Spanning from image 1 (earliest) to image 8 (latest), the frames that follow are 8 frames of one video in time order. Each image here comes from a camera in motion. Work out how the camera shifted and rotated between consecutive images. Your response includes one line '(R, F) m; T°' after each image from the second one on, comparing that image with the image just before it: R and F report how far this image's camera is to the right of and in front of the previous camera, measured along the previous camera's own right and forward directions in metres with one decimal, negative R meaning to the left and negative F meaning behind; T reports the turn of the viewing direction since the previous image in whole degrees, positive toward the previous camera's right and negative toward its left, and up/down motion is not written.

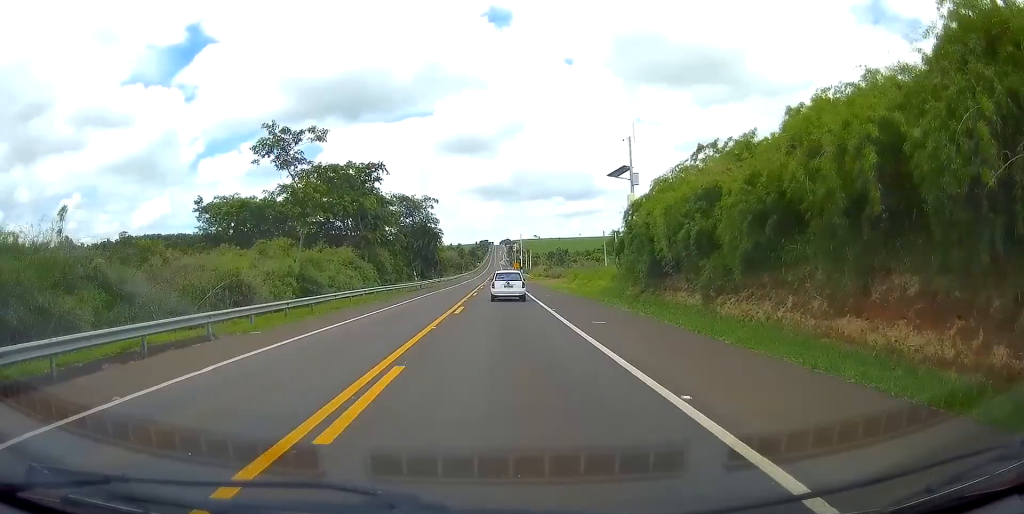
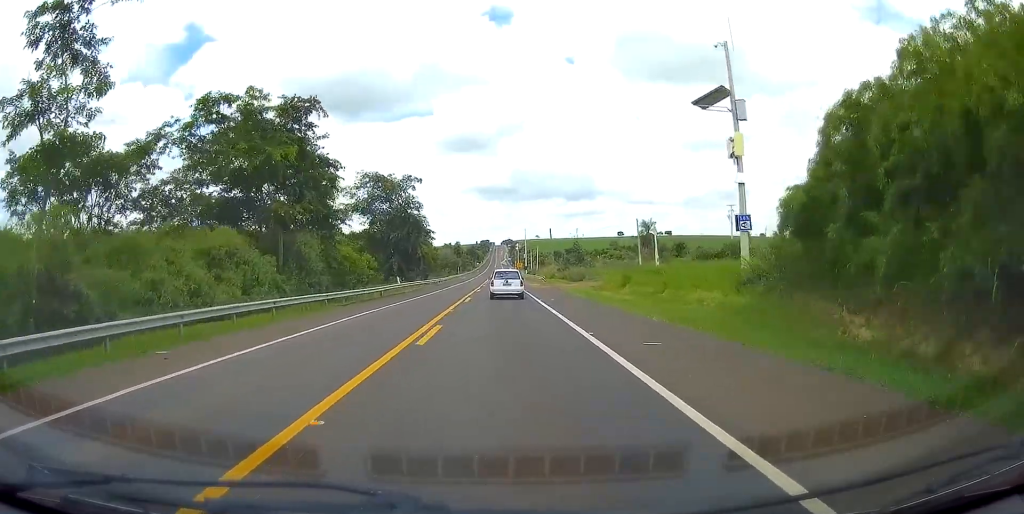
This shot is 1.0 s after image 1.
(+0.2, +25.3) m; 0°
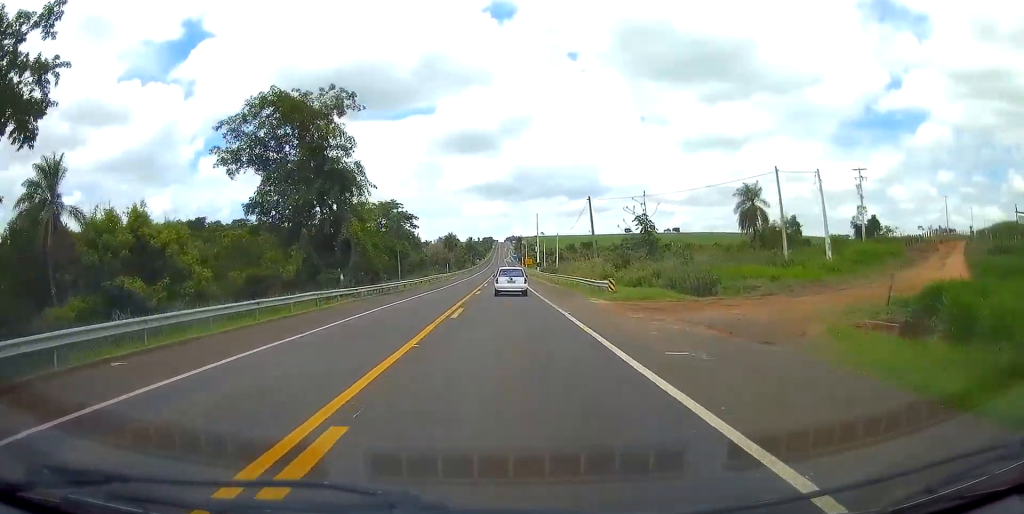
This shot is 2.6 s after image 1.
(0.0, +42.4) m; +1°
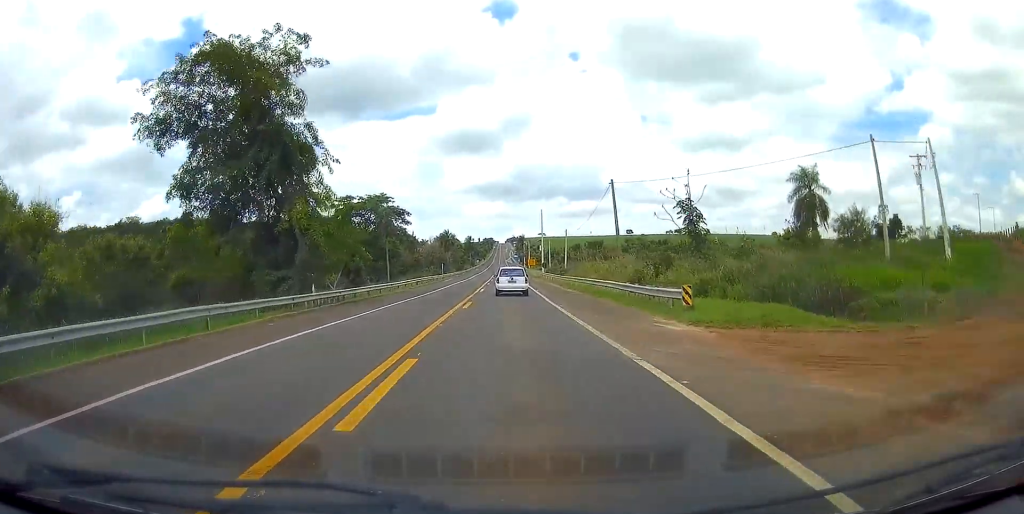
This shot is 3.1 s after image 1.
(0.0, +12.4) m; 0°
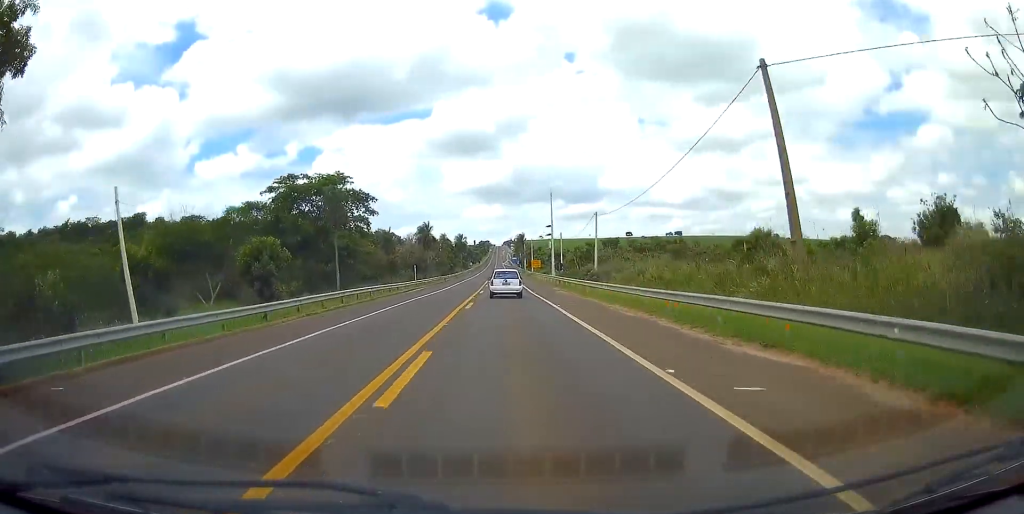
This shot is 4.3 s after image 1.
(-0.2, +31.5) m; -1°
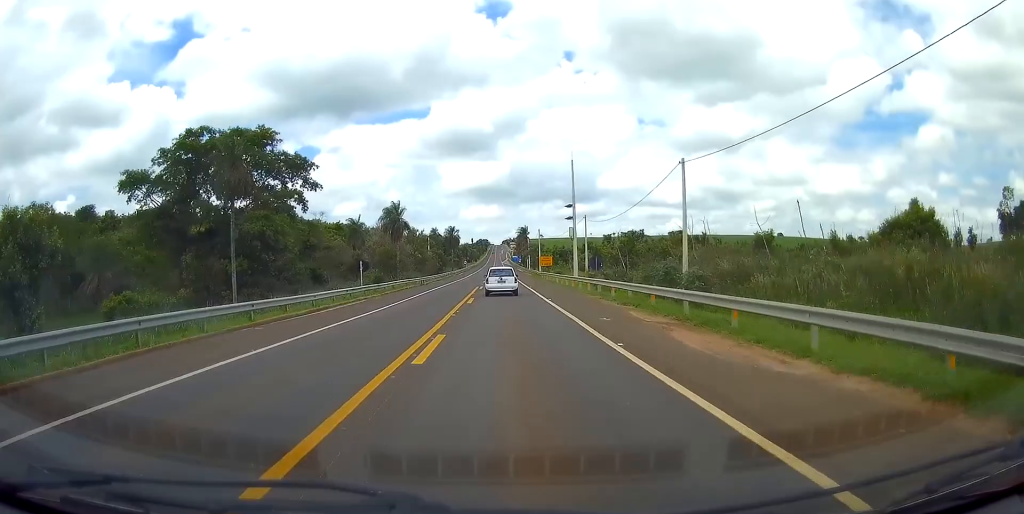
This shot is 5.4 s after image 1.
(-0.2, +31.1) m; 0°
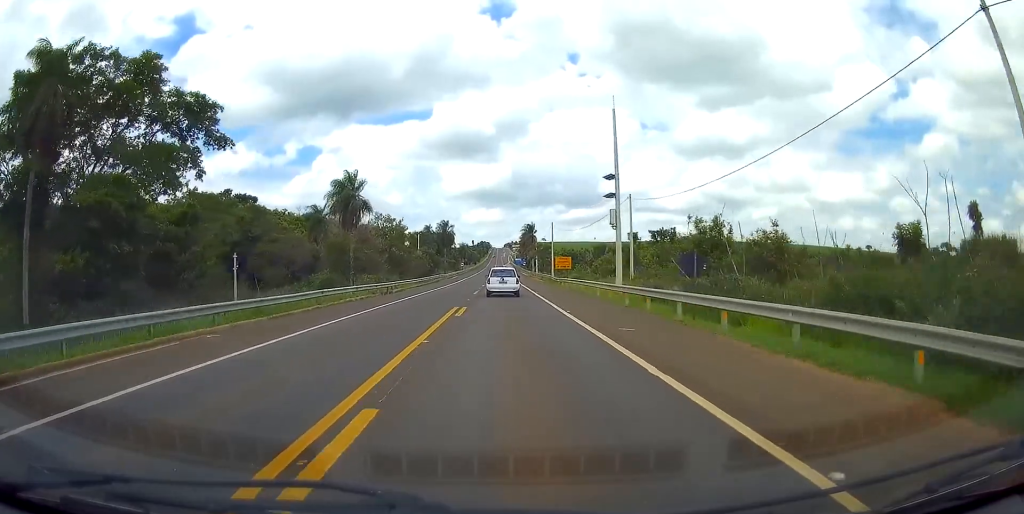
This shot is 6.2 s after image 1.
(+0.1, +25.7) m; 0°
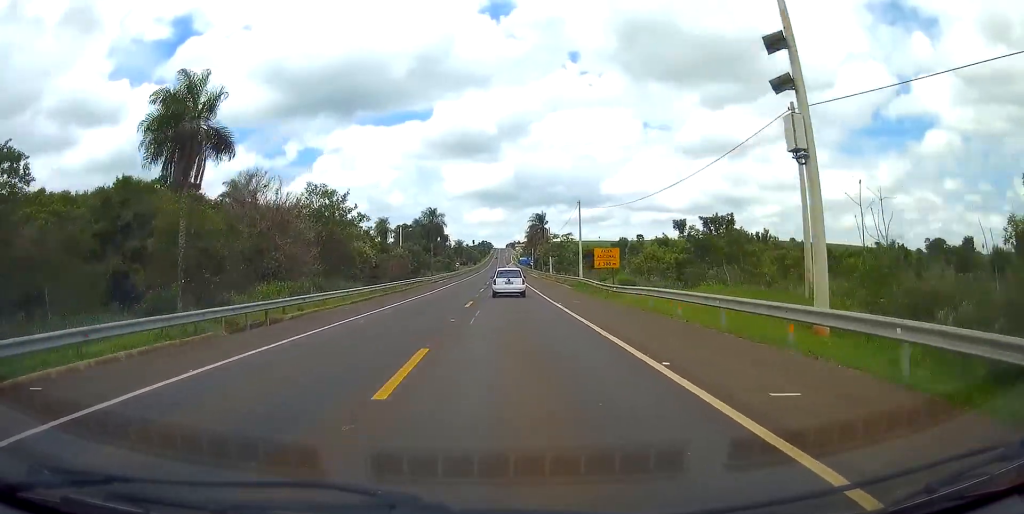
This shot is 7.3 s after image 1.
(+0.1, +32.7) m; 0°
